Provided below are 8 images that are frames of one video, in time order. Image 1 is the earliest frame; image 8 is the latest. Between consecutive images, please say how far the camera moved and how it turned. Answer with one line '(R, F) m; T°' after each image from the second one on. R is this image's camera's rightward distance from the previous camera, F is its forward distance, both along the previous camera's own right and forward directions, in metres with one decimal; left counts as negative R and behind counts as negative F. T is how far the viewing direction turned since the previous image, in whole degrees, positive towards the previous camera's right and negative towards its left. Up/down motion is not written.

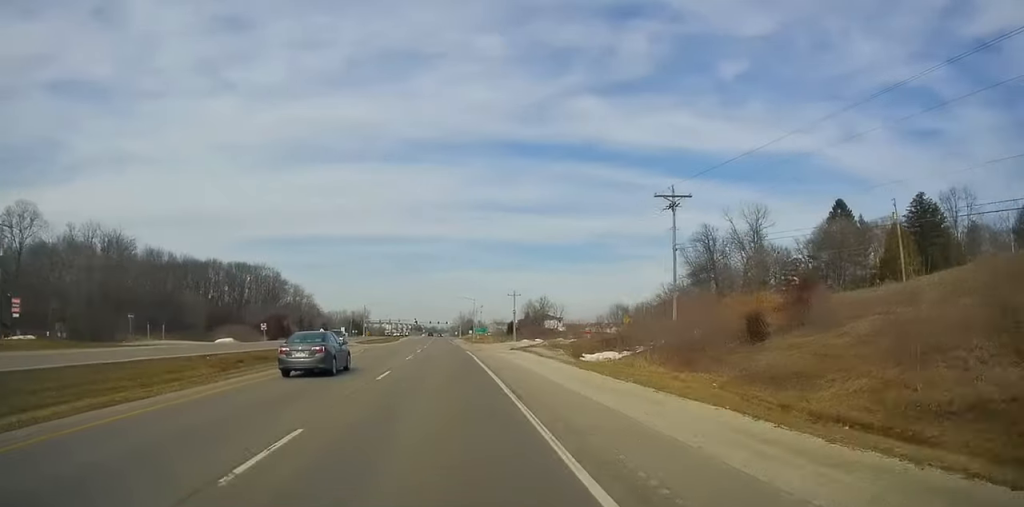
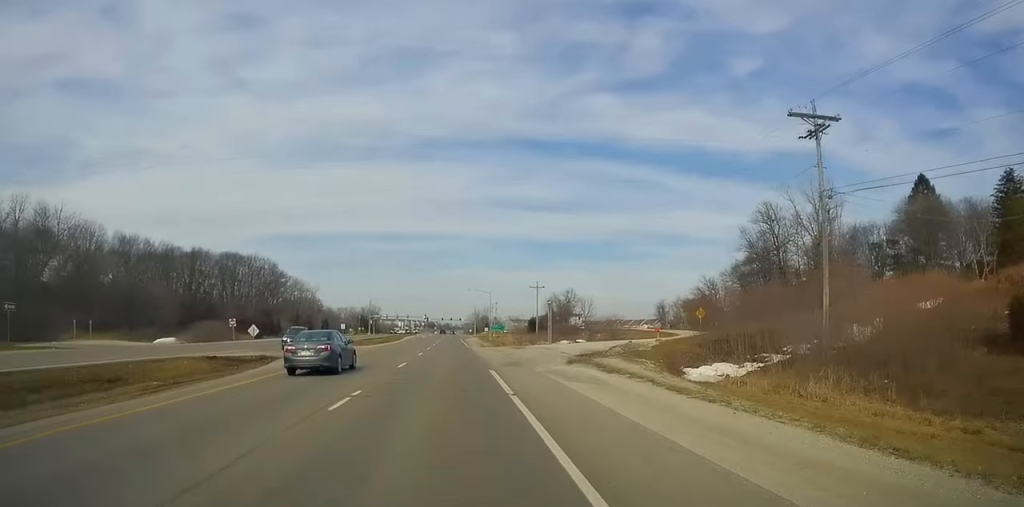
(-0.5, +19.0) m; -3°
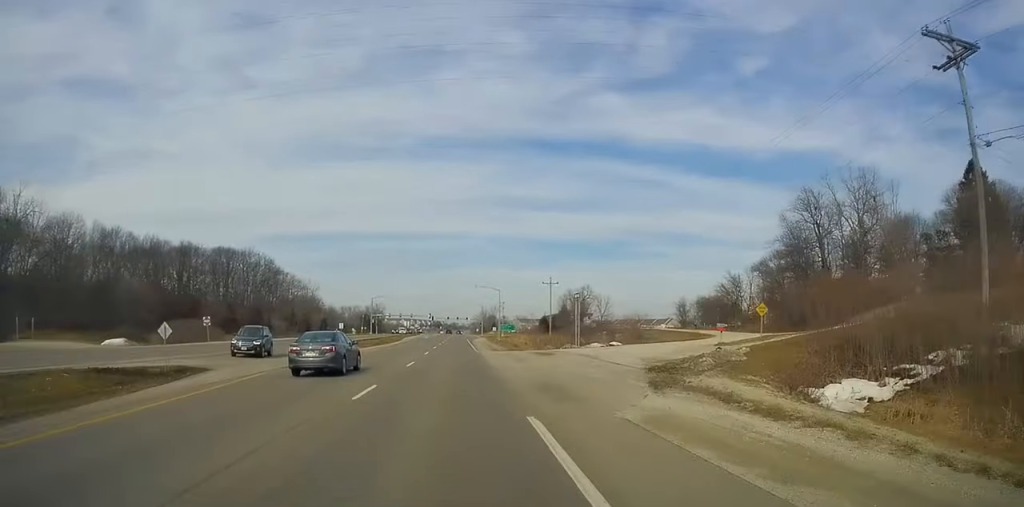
(-0.2, +10.4) m; -1°
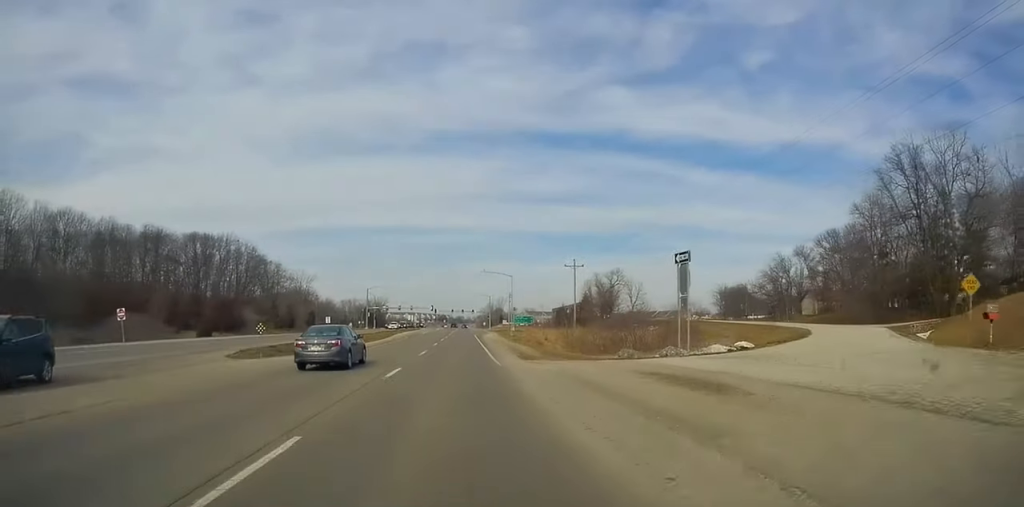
(-0.3, +19.8) m; +1°
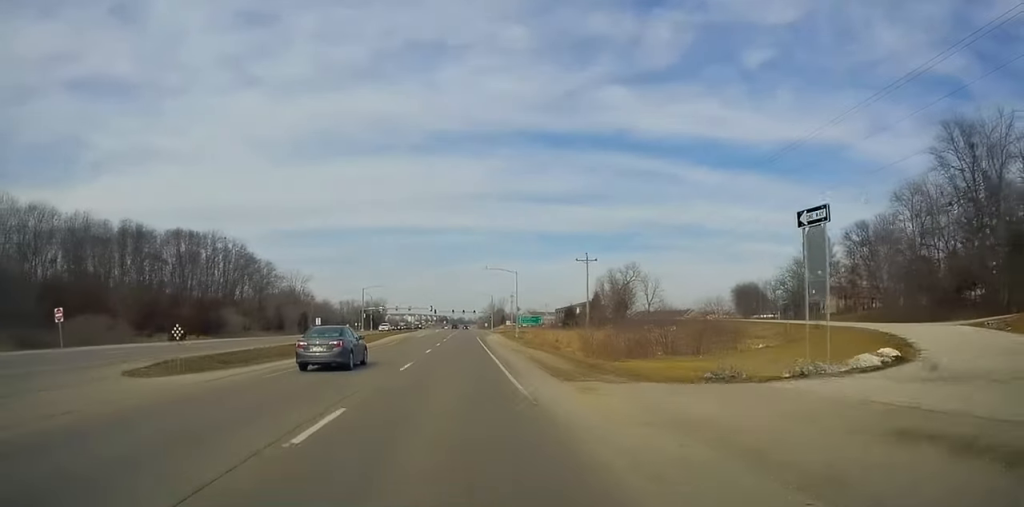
(-0.1, +9.4) m; 0°
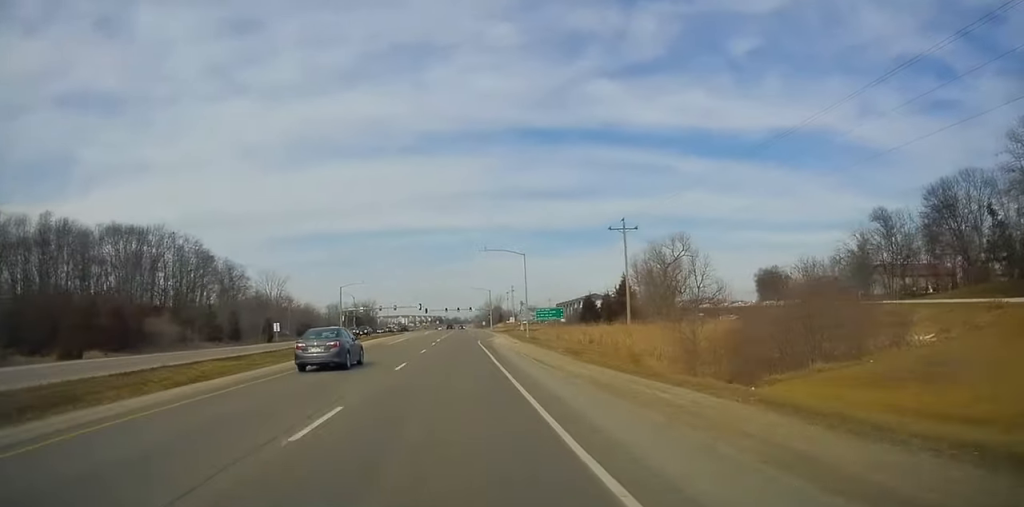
(+0.6, +24.9) m; 0°
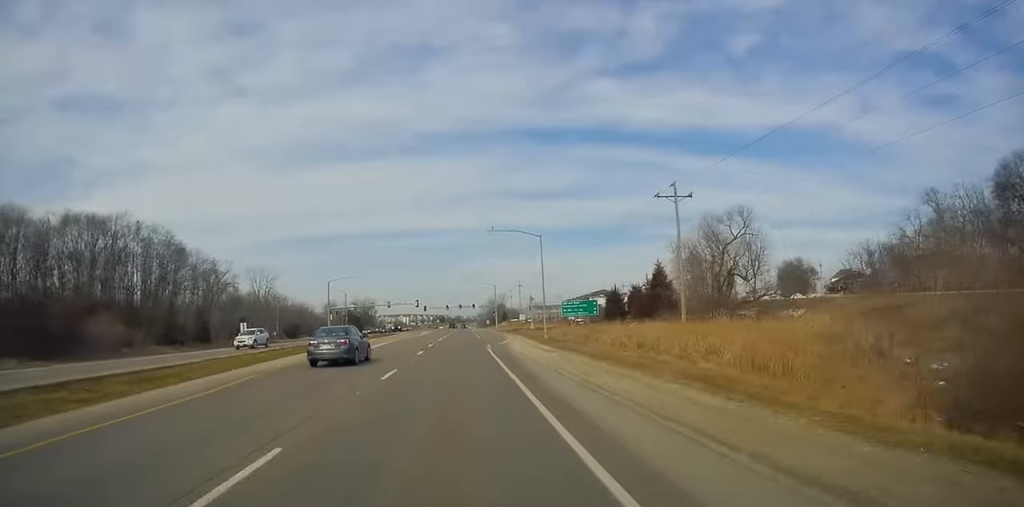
(-0.4, +15.9) m; -1°
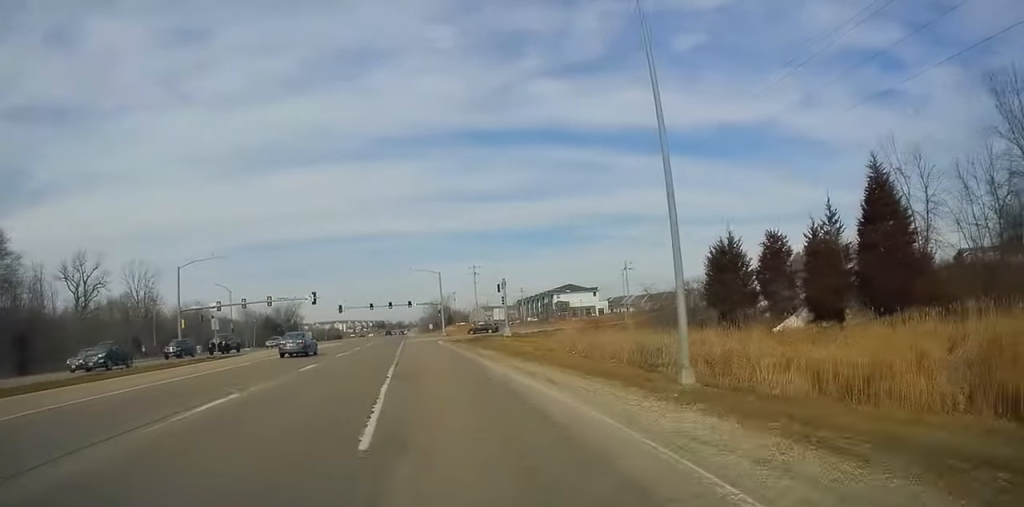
(+2.2, +52.7) m; +7°
